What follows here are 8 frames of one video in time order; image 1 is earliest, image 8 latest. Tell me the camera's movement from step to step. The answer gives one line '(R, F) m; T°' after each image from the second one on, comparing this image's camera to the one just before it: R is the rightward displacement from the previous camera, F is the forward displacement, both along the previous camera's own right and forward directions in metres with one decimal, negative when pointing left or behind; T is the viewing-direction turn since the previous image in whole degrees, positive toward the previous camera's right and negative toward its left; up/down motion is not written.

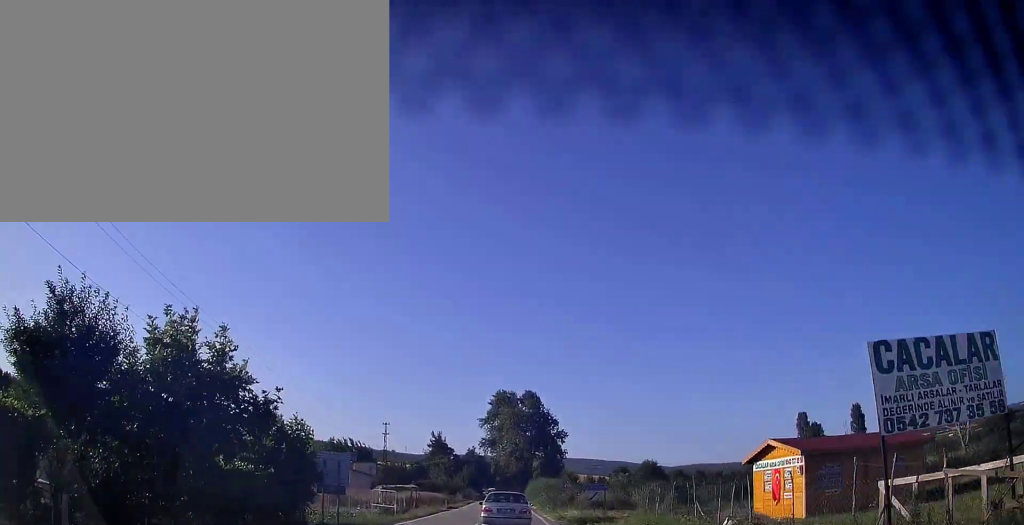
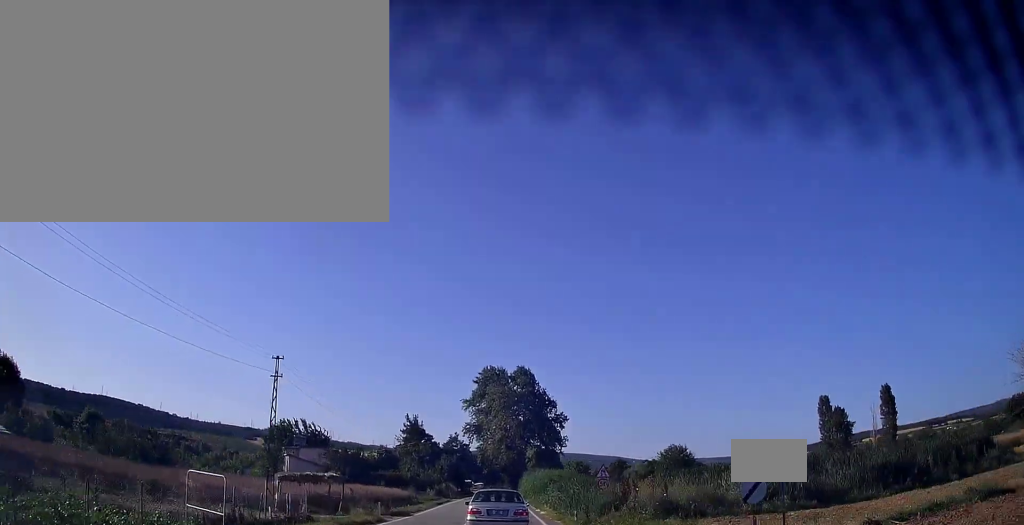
(+0.1, +24.0) m; +1°
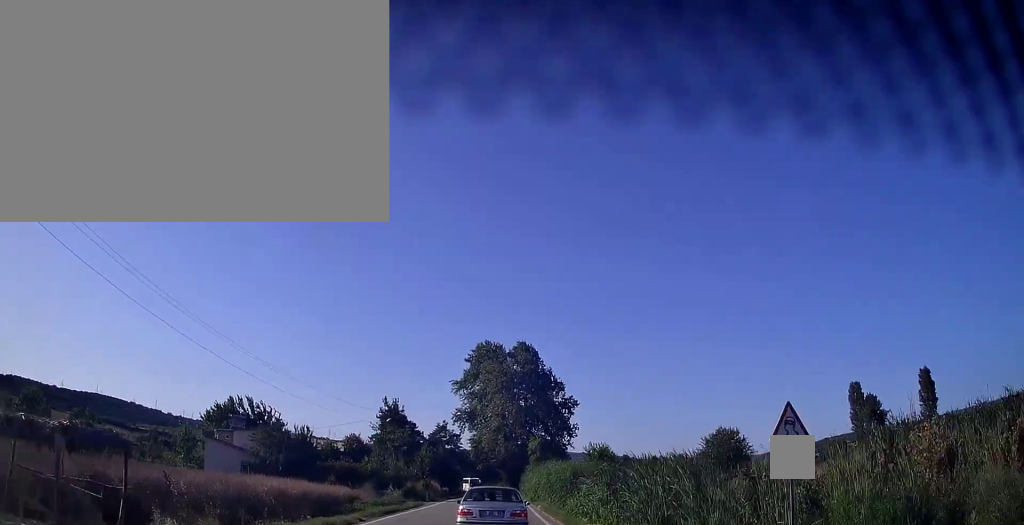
(+0.3, +22.5) m; +1°
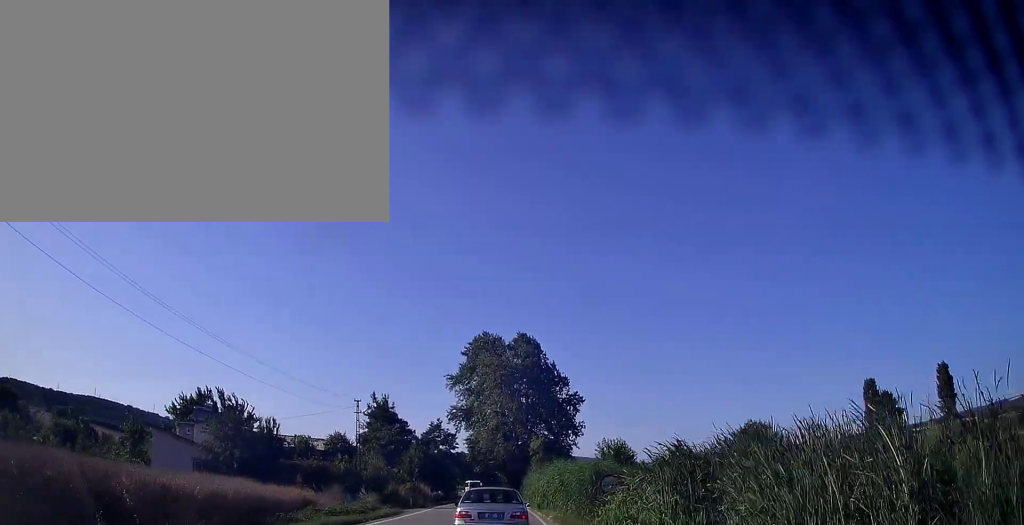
(0.0, +9.0) m; 0°
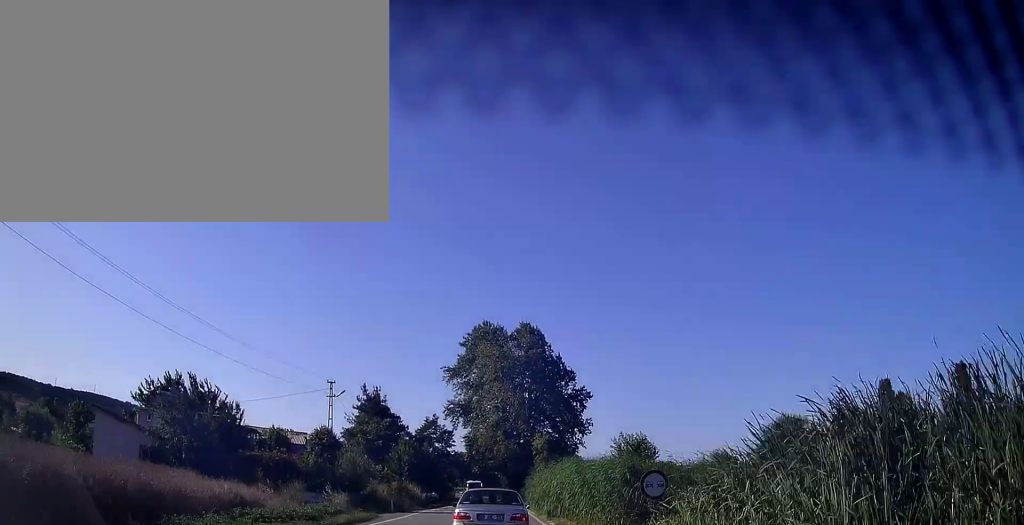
(0.0, +7.0) m; 0°
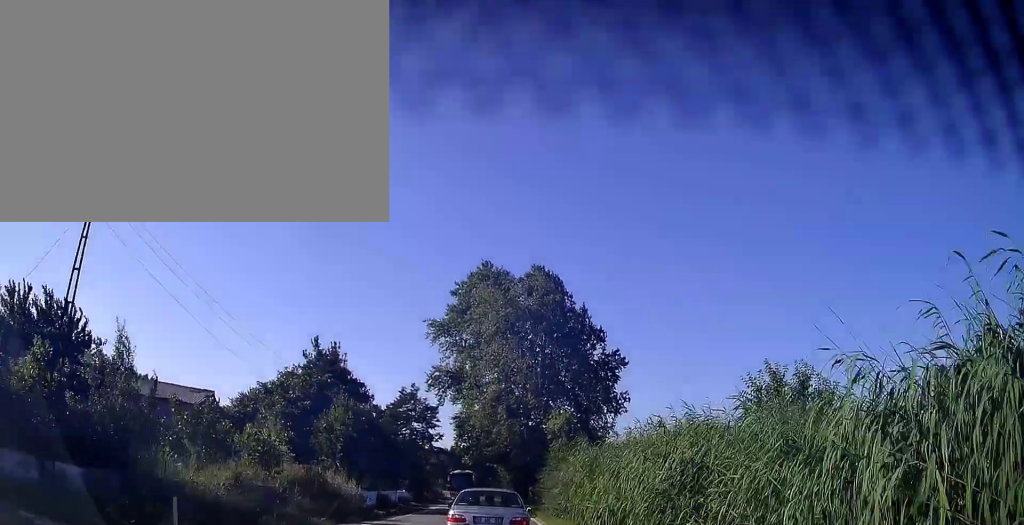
(-0.2, +25.0) m; 0°
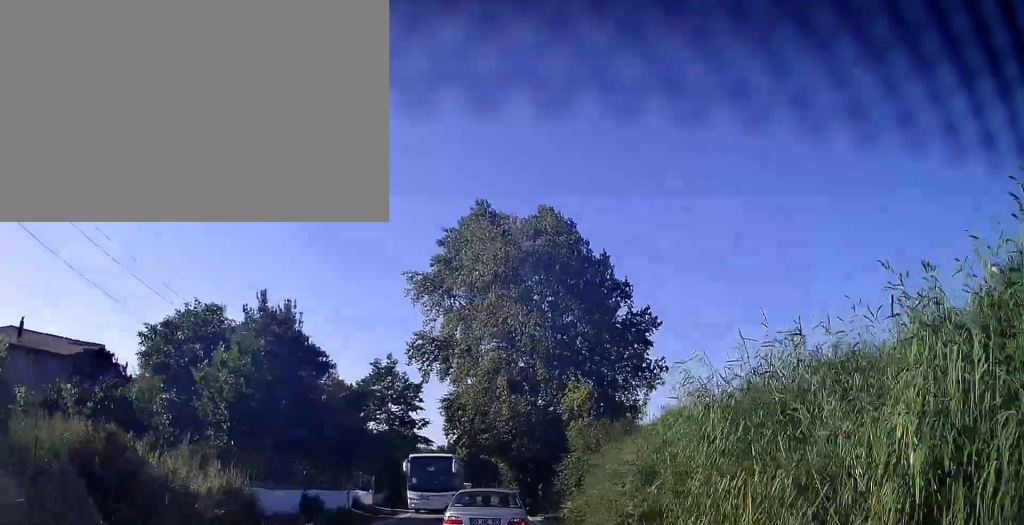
(+0.1, +15.0) m; 0°
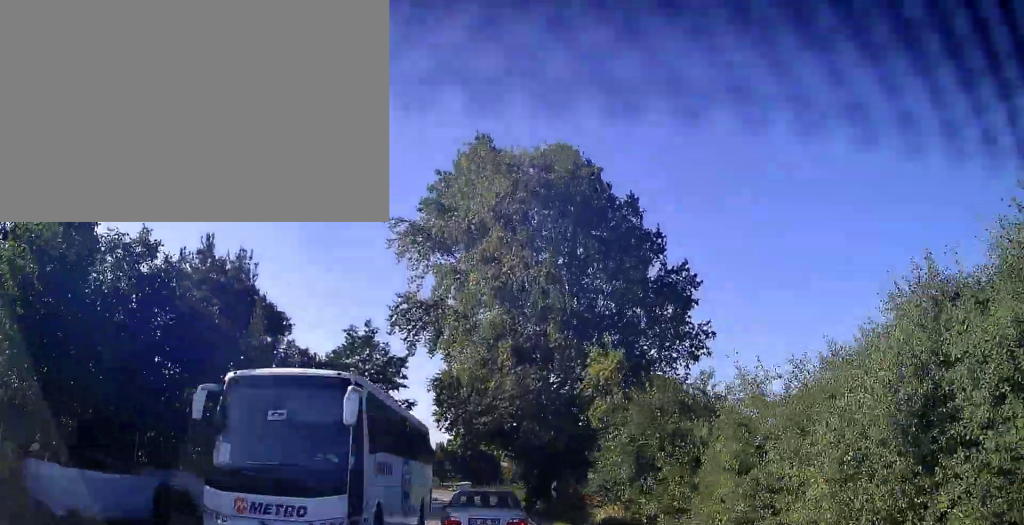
(0.0, +10.9) m; 0°
